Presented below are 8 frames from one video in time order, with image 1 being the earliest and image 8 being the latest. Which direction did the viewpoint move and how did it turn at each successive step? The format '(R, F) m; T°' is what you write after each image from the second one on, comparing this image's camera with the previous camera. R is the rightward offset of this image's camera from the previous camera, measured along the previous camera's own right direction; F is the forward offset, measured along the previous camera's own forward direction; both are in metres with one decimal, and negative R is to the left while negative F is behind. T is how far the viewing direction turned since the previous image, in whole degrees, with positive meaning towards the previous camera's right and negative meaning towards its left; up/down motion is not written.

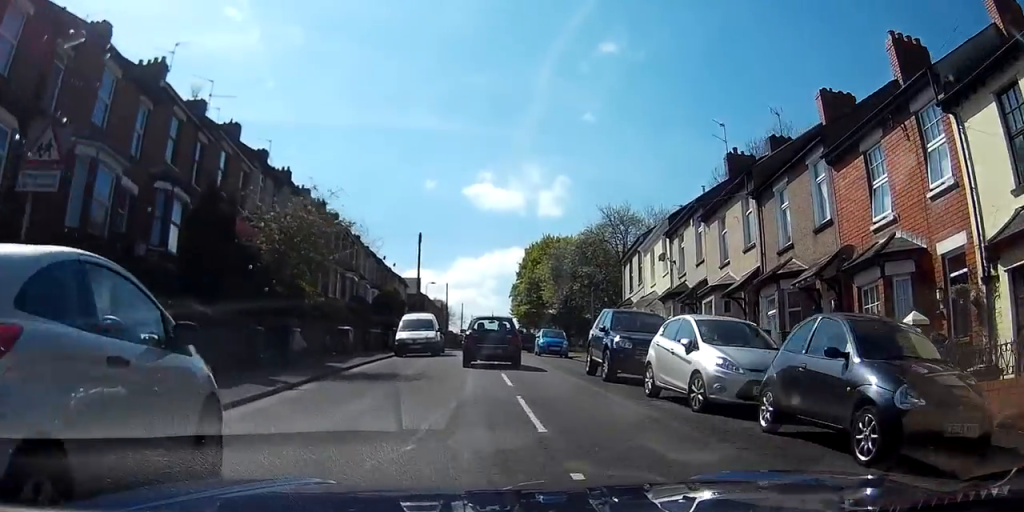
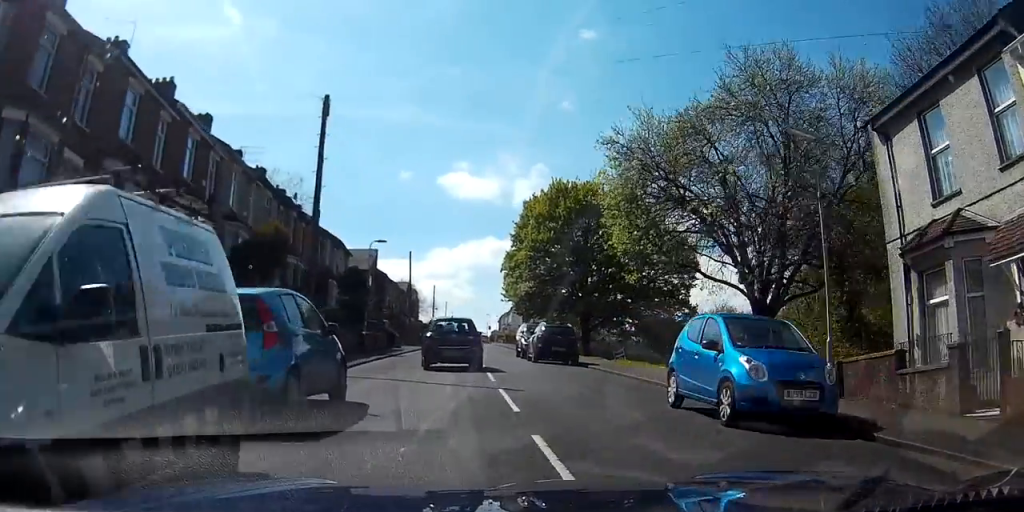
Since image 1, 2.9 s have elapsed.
(+0.3, +28.6) m; 0°
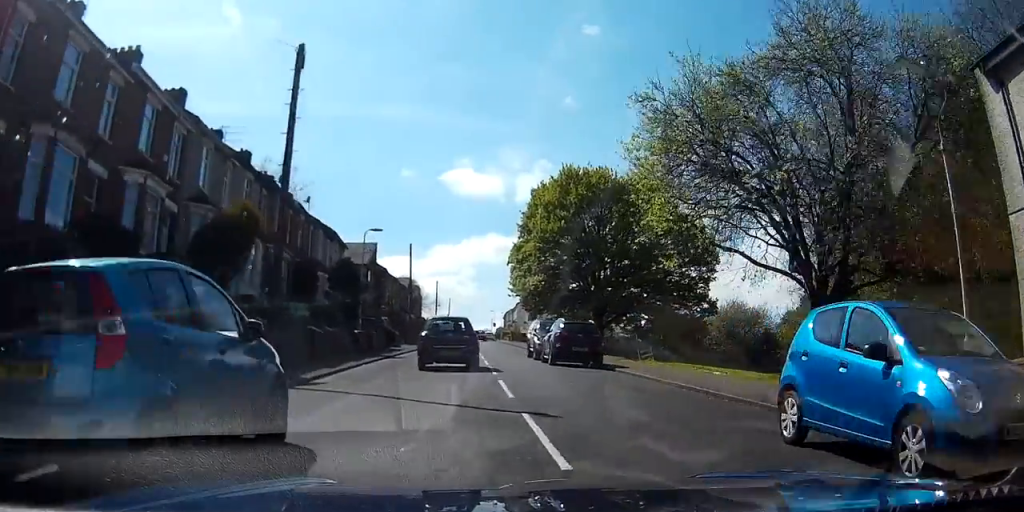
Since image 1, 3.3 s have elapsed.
(+0.1, +4.1) m; 0°
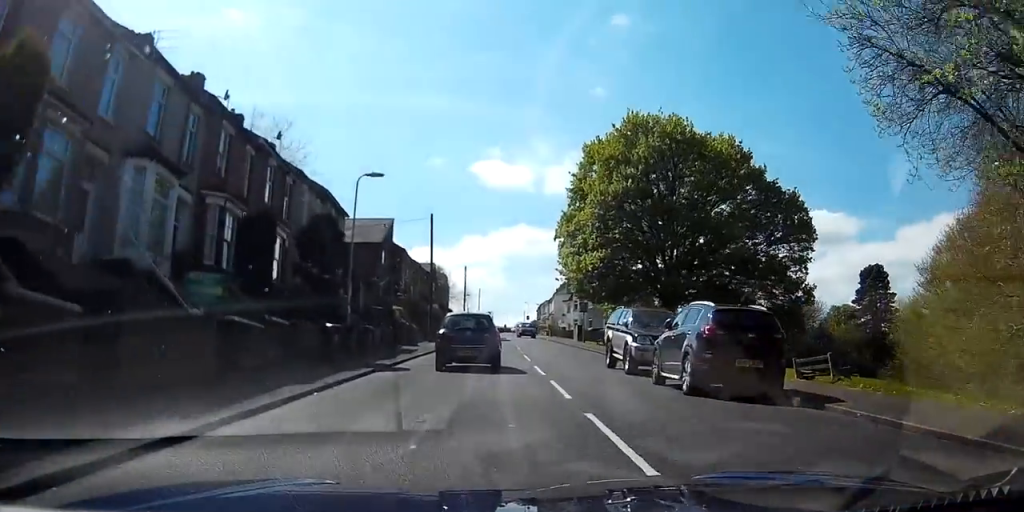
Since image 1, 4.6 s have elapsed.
(-0.4, +12.7) m; -2°
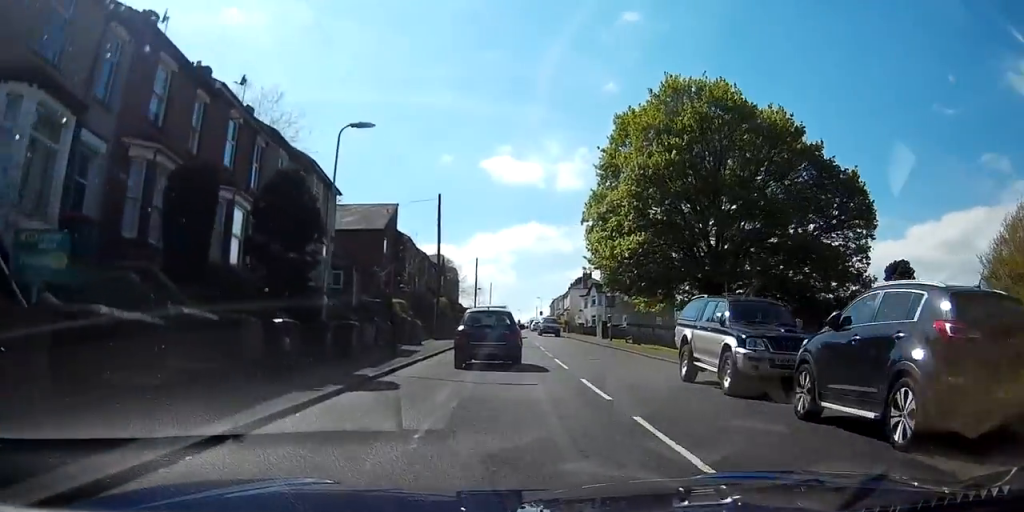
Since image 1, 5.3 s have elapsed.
(0.0, +6.8) m; -1°
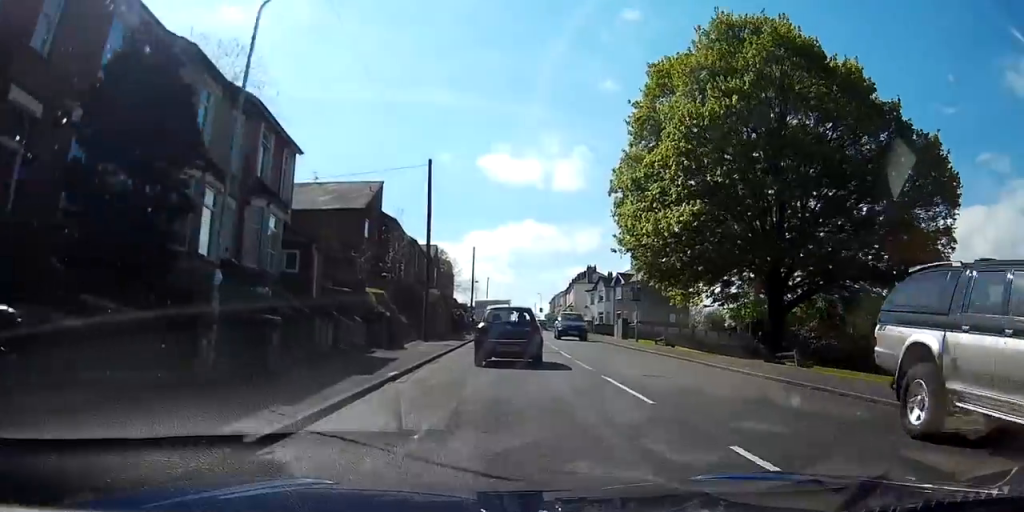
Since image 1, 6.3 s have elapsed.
(-0.2, +8.8) m; 0°
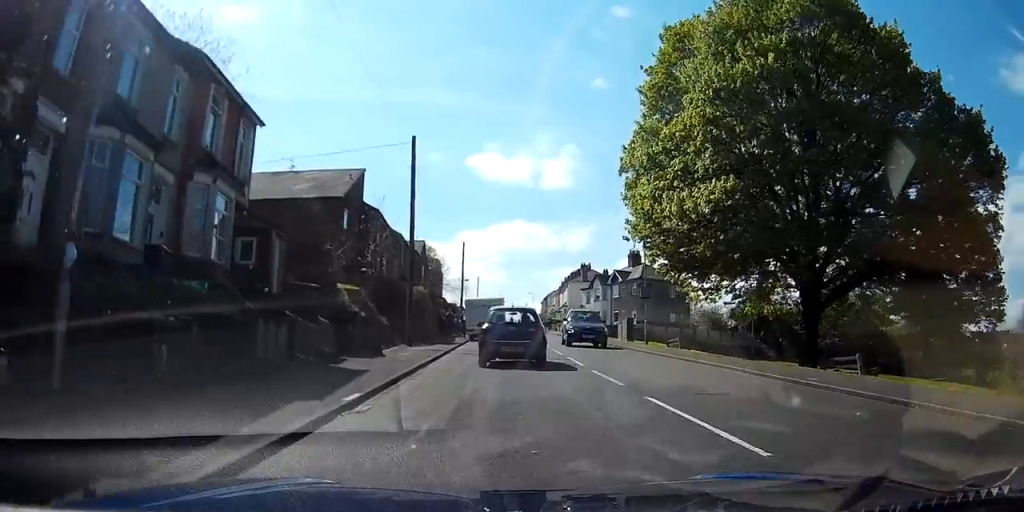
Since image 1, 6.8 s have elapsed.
(+0.1, +4.3) m; +1°
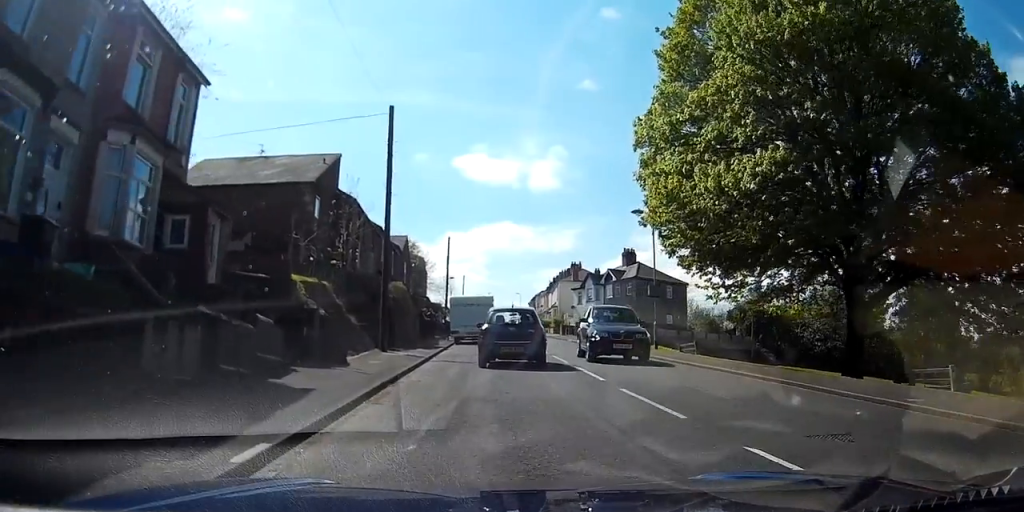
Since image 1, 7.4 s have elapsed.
(0.0, +4.6) m; +1°
